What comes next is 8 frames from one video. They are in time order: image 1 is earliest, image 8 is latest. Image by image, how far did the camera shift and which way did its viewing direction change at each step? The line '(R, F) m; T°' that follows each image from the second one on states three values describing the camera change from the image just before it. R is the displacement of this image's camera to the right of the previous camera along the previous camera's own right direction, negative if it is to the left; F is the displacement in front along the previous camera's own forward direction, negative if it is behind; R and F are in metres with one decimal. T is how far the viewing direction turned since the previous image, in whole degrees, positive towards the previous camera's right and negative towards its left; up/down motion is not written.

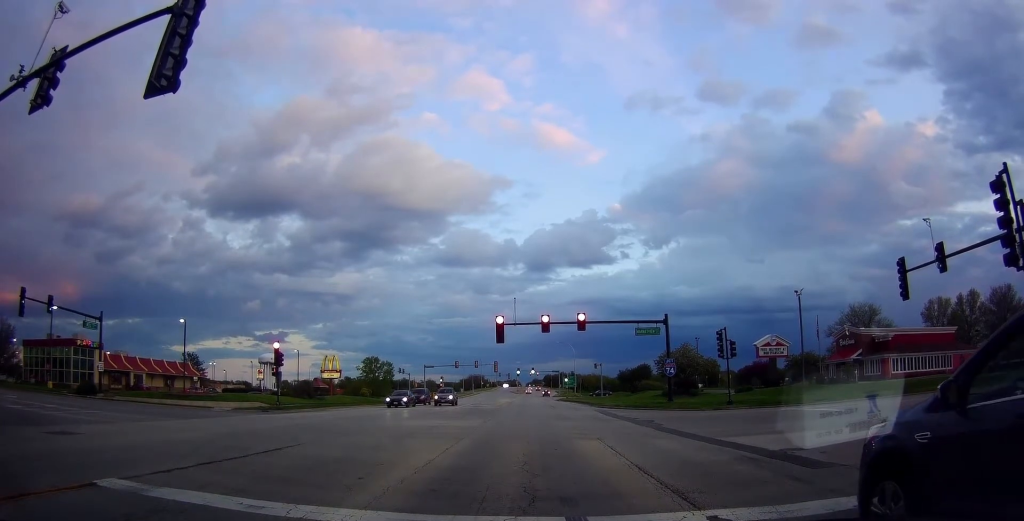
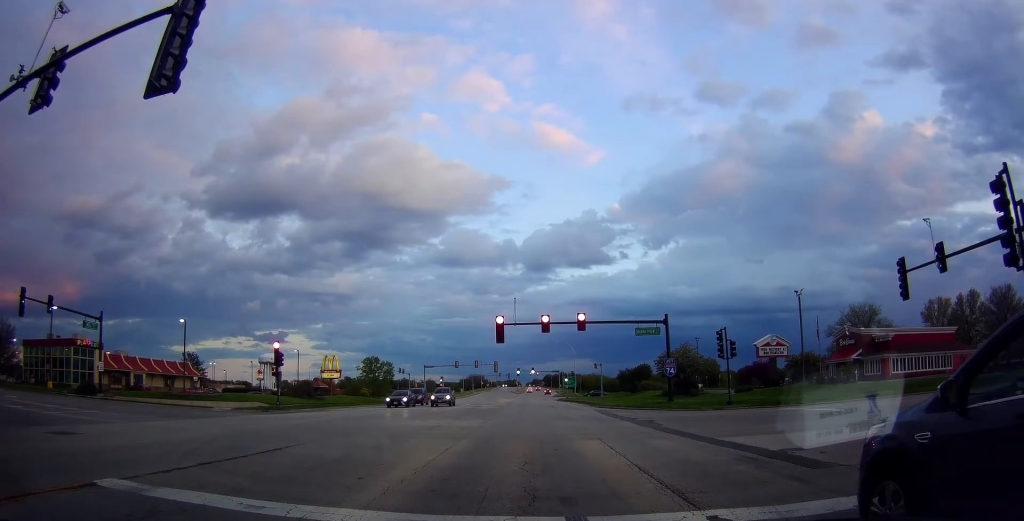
(0.0, 0.0) m; 0°
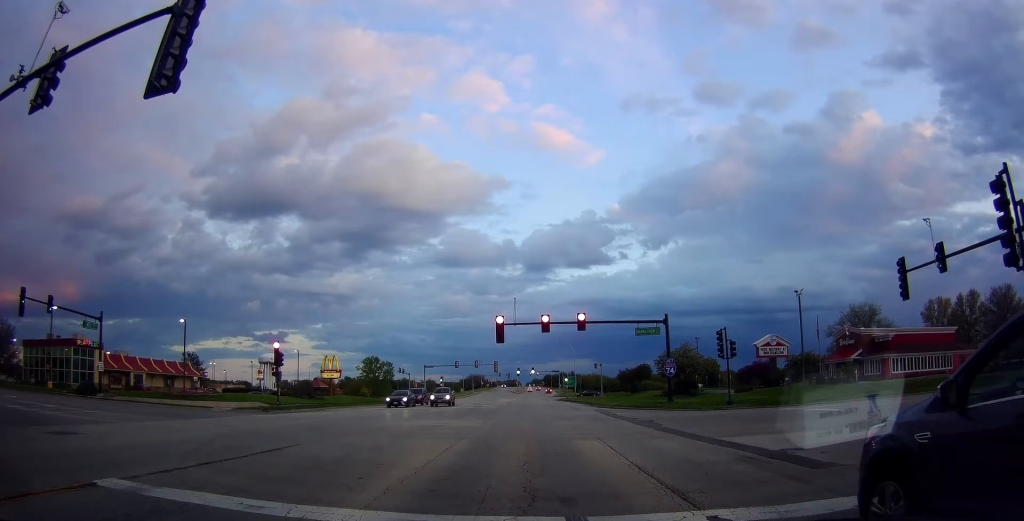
(0.0, 0.0) m; 0°
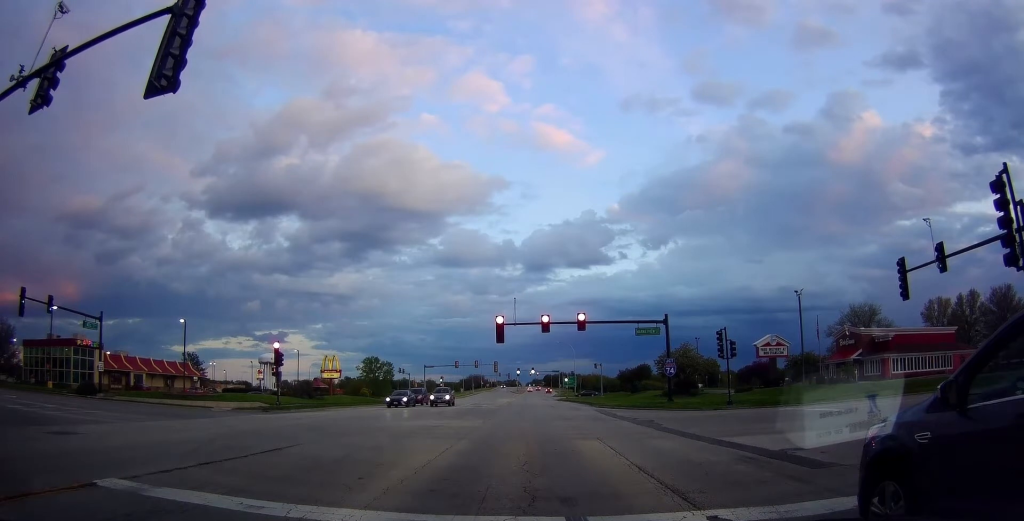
(0.0, 0.0) m; 0°
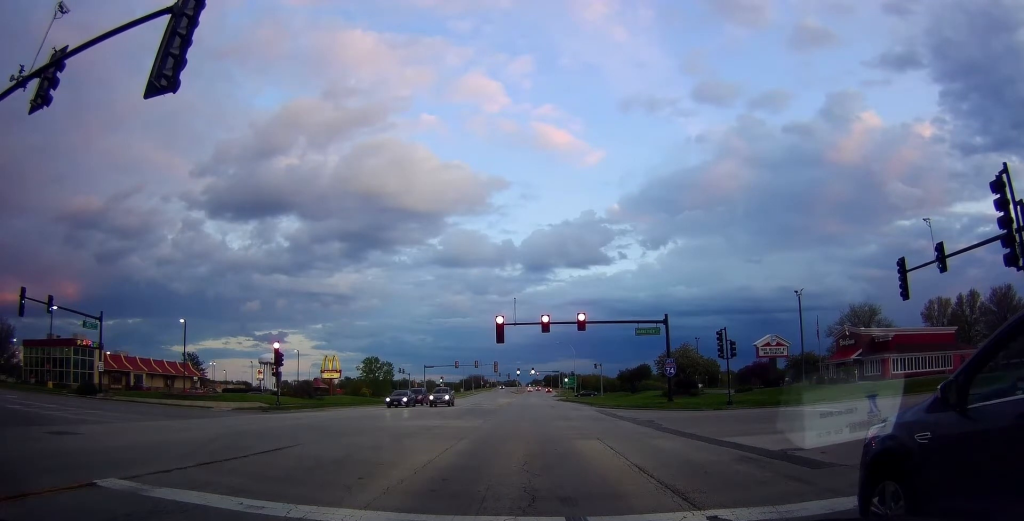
(0.0, 0.0) m; 0°
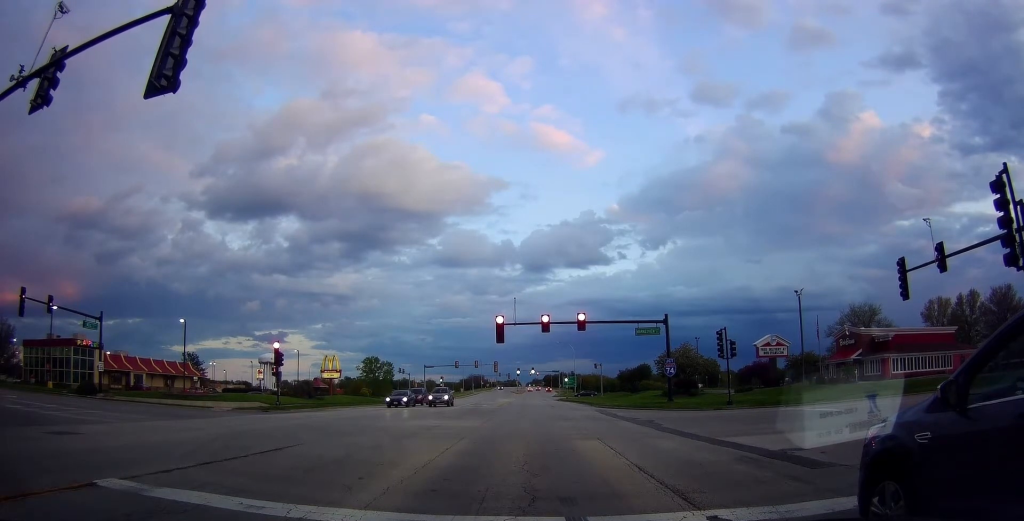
(0.0, 0.0) m; 0°
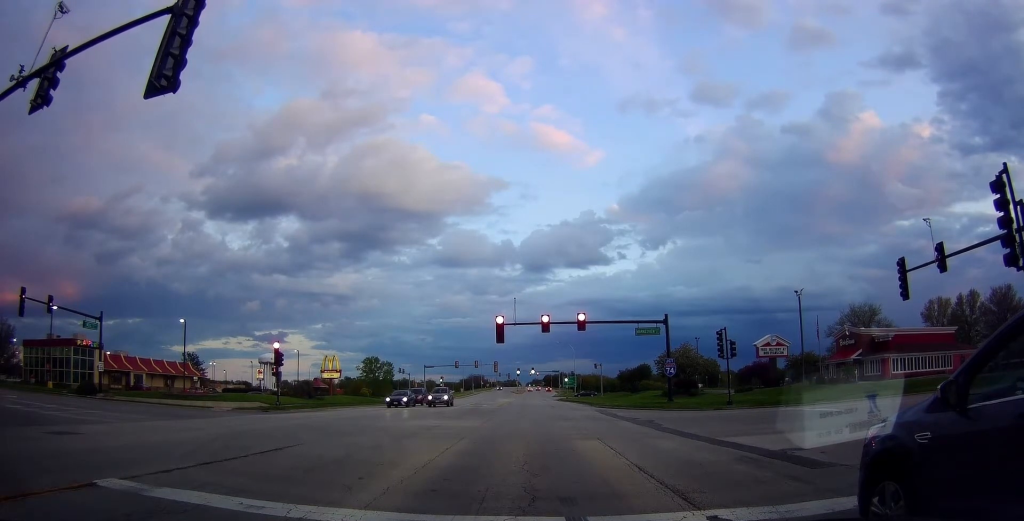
(0.0, 0.0) m; 0°
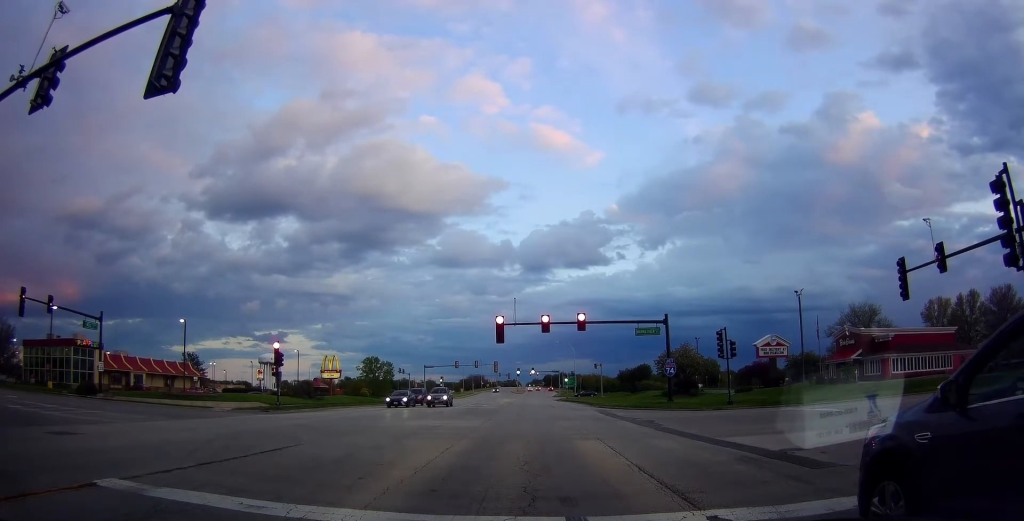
(0.0, 0.0) m; 0°
